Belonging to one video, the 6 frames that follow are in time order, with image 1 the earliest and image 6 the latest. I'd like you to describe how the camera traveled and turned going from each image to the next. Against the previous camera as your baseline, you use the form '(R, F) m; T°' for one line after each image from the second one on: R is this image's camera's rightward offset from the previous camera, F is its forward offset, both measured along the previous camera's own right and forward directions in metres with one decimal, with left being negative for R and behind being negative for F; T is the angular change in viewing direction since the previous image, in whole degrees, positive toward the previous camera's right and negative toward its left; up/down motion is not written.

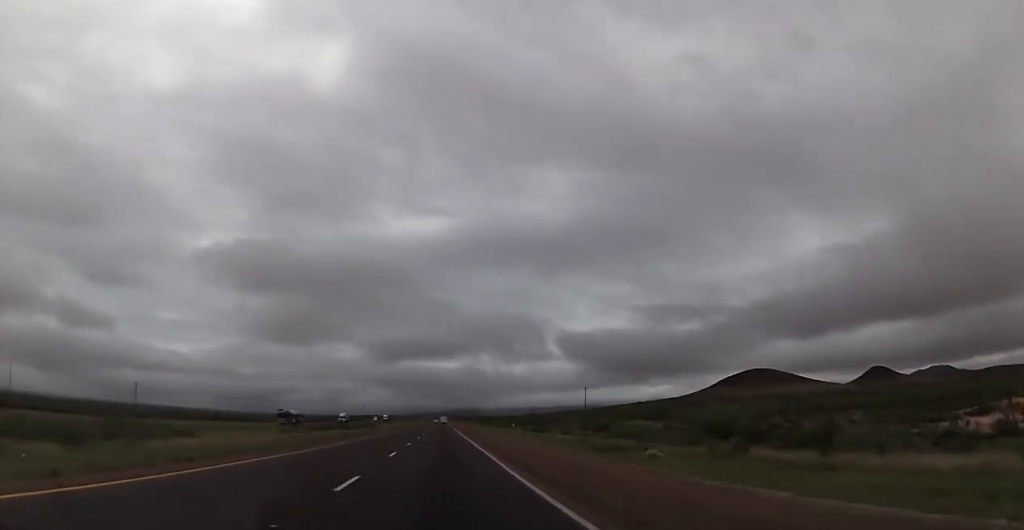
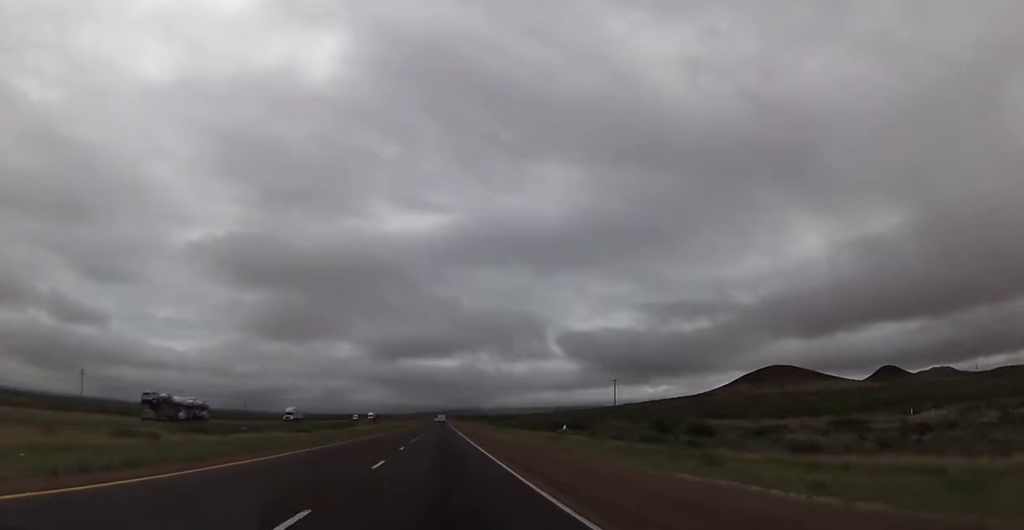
(0.0, +42.6) m; 0°
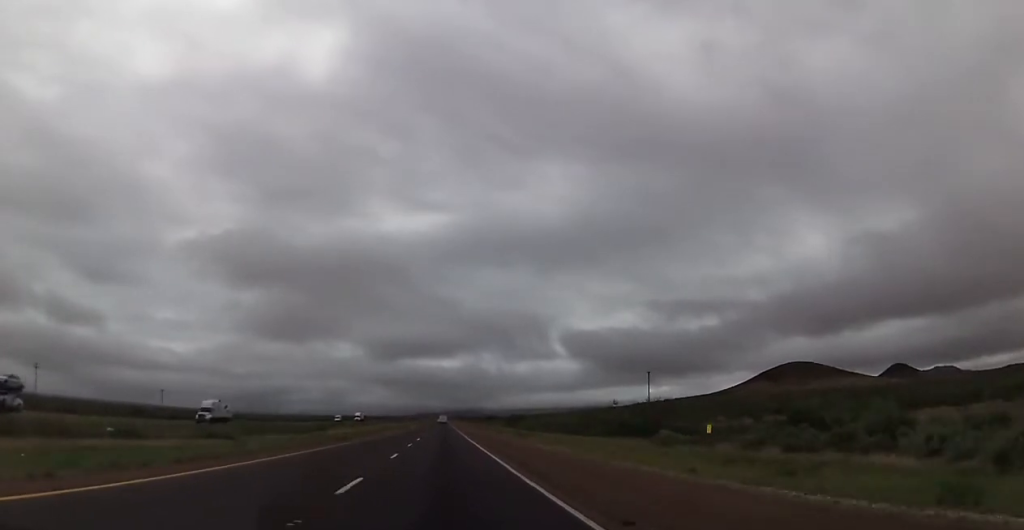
(0.0, +30.6) m; 0°
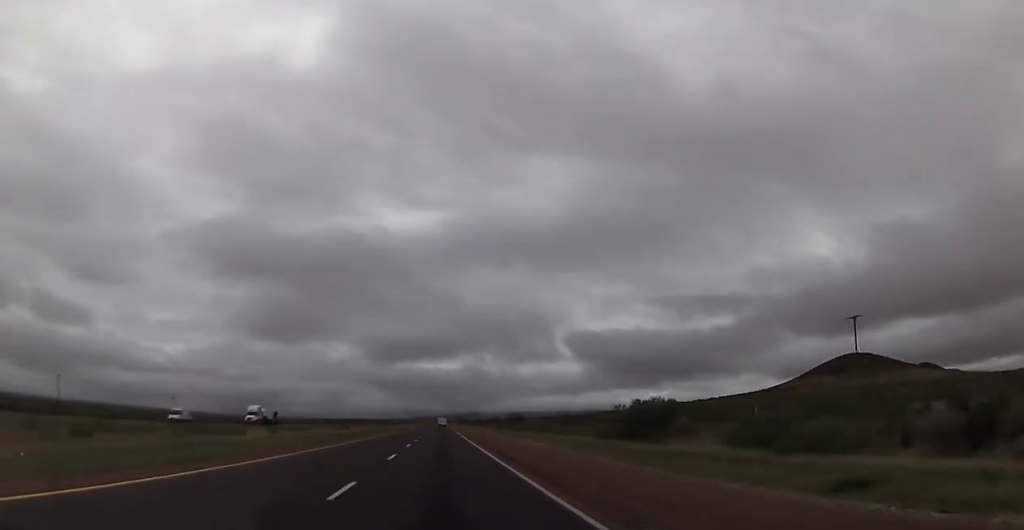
(0.0, +85.9) m; 0°
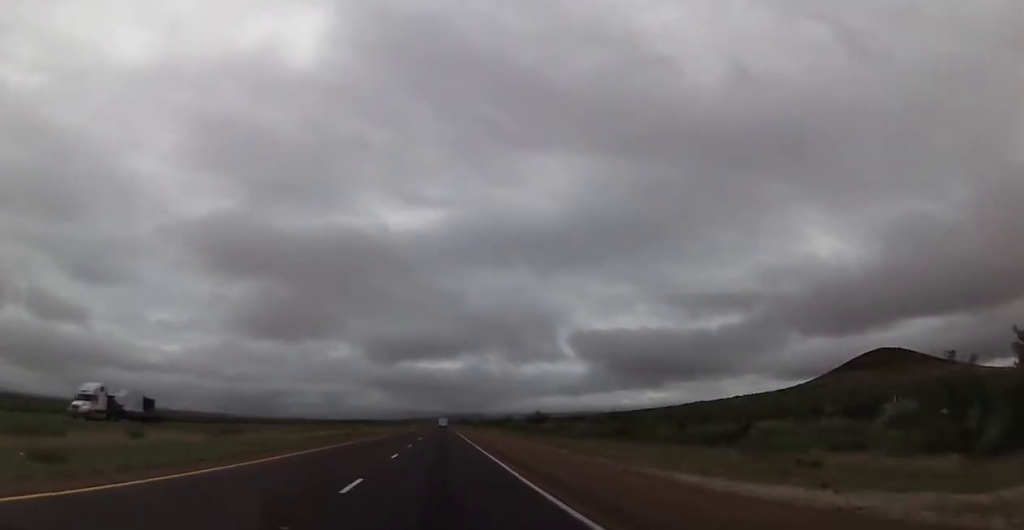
(0.0, +35.2) m; 0°
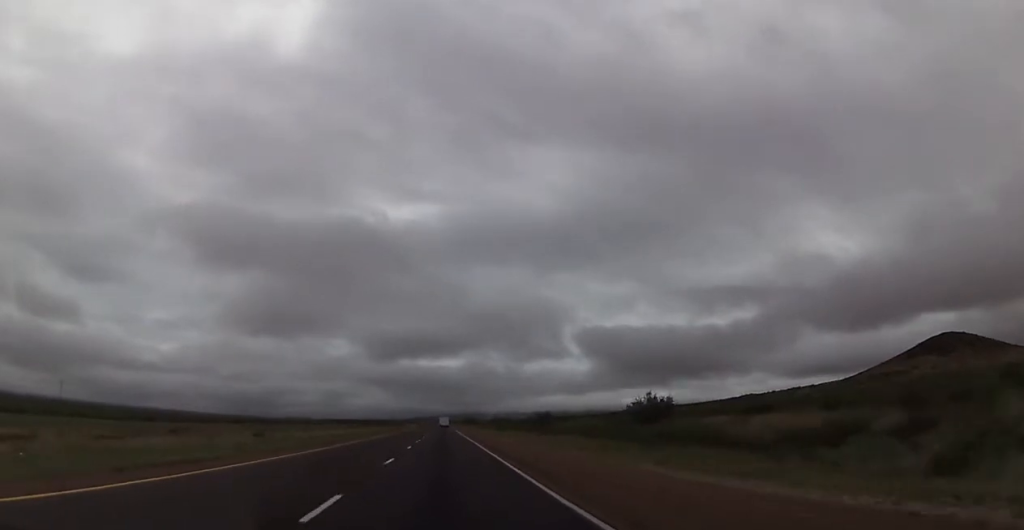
(-0.1, +64.4) m; 0°
